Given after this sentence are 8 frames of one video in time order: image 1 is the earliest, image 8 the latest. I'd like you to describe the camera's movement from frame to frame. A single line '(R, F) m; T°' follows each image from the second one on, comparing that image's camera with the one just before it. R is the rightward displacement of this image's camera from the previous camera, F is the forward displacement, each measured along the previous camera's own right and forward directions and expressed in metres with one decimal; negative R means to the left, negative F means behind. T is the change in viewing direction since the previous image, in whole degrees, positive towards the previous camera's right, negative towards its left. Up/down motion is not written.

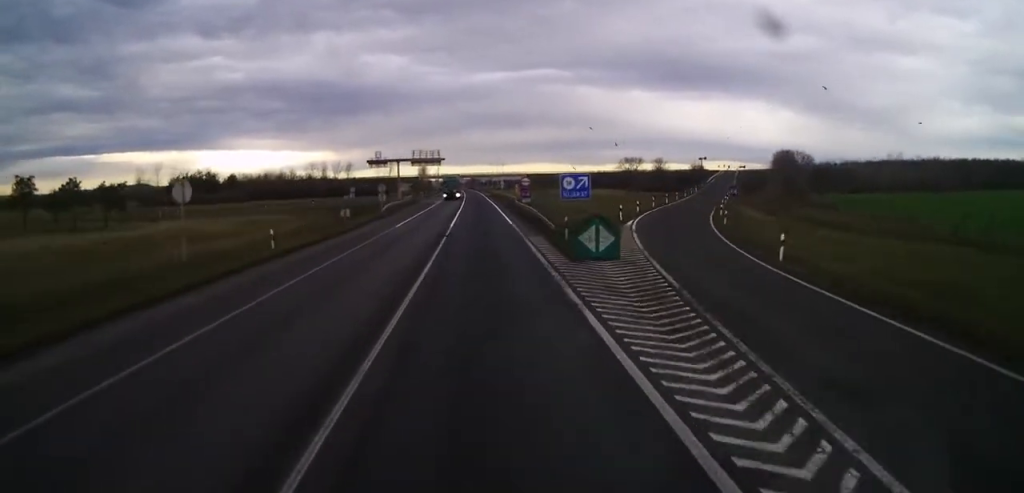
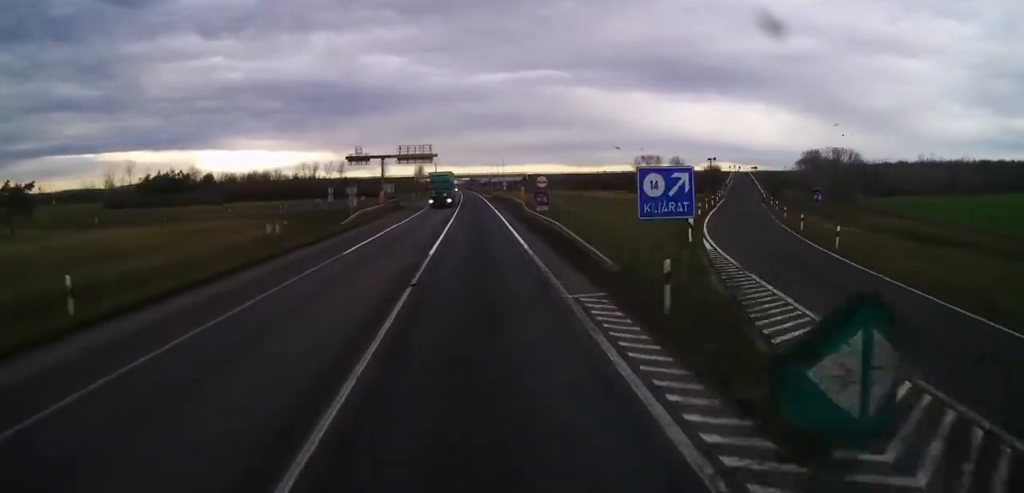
(0.0, +14.7) m; 0°
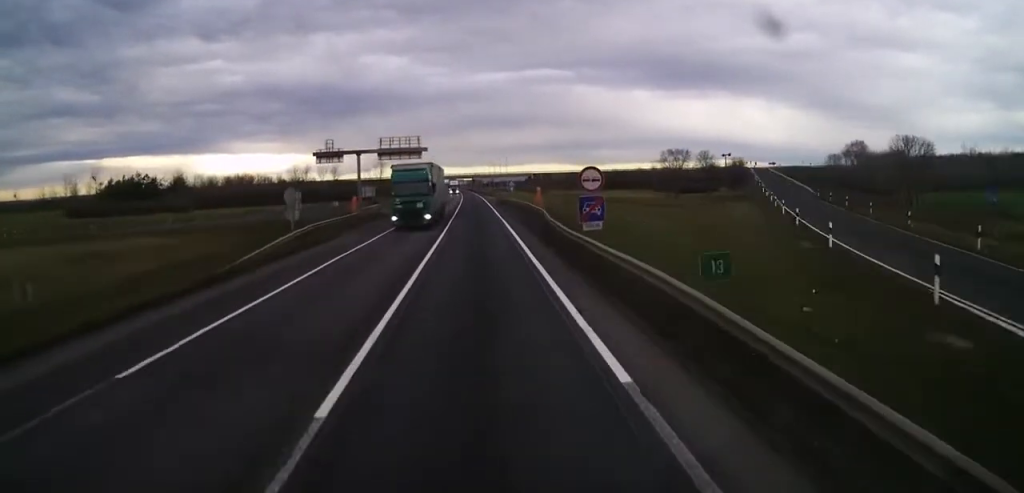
(0.0, +16.9) m; 0°
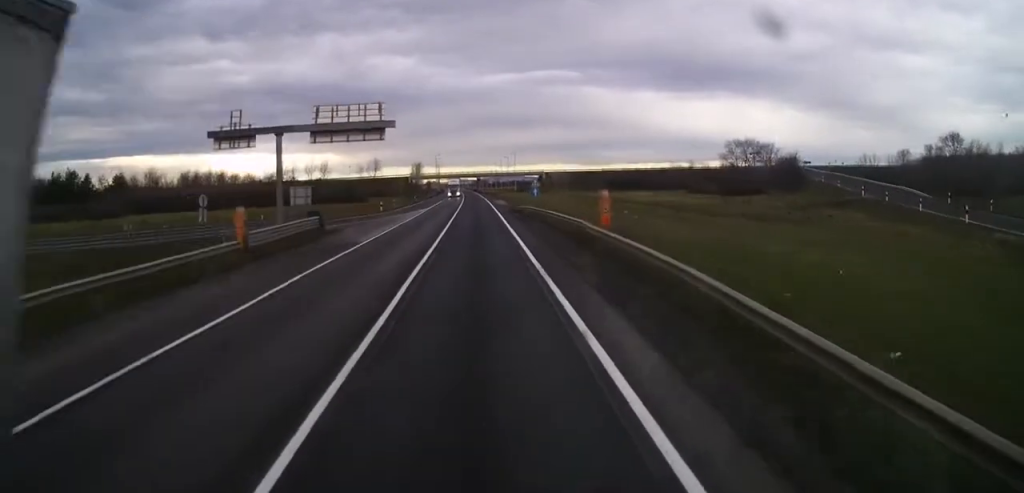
(+0.3, +27.3) m; 0°
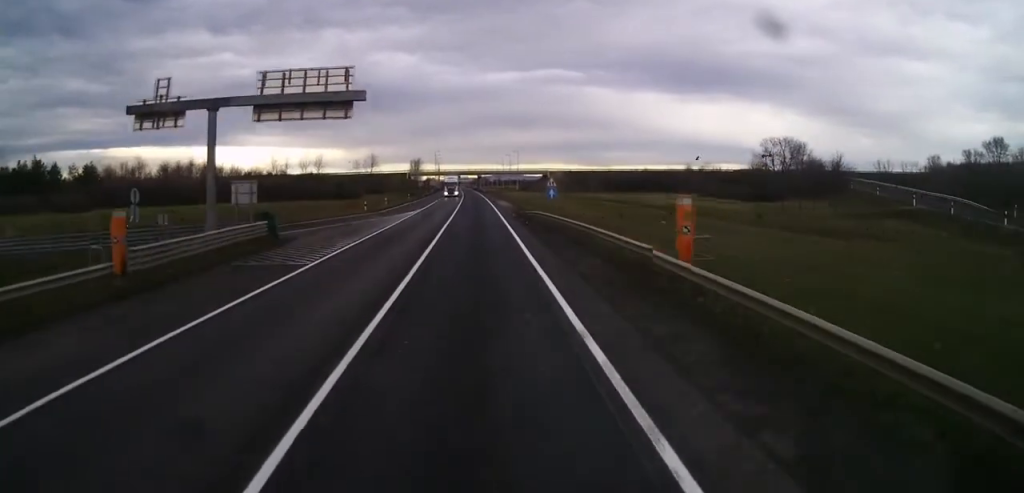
(+0.2, +10.3) m; 0°
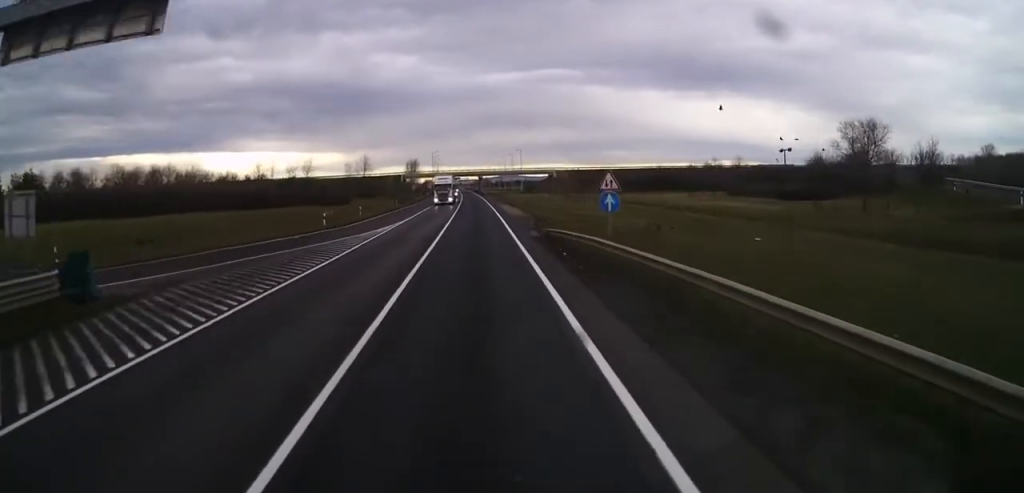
(-0.5, +17.1) m; -1°
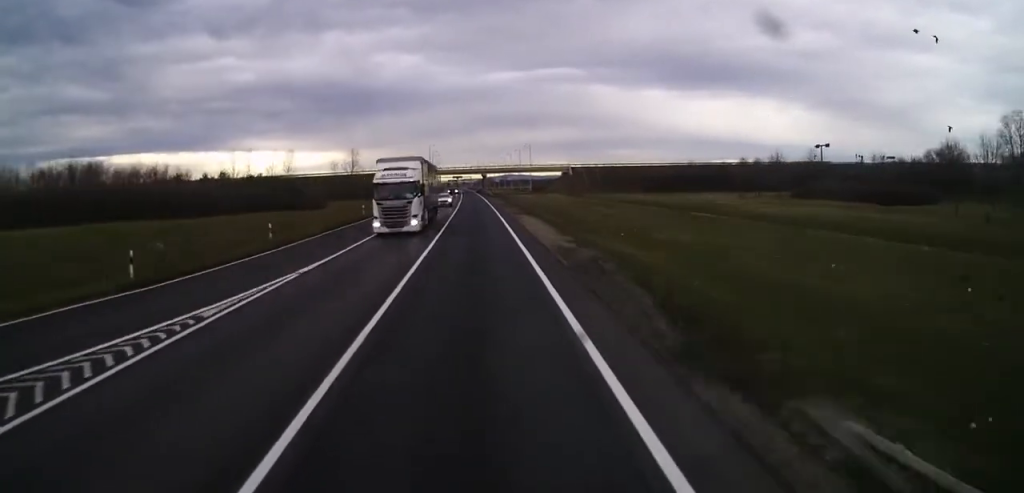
(+0.2, +26.7) m; 0°
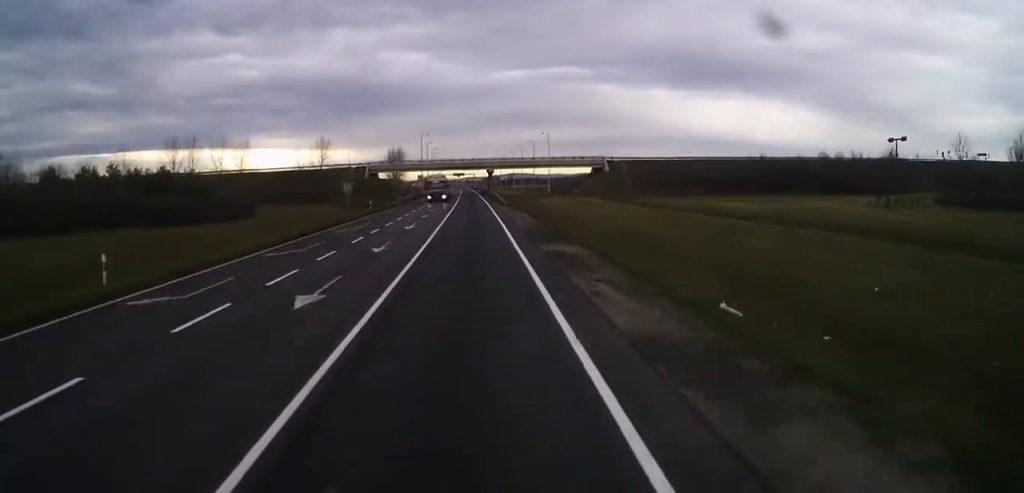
(-0.5, +43.4) m; -1°
